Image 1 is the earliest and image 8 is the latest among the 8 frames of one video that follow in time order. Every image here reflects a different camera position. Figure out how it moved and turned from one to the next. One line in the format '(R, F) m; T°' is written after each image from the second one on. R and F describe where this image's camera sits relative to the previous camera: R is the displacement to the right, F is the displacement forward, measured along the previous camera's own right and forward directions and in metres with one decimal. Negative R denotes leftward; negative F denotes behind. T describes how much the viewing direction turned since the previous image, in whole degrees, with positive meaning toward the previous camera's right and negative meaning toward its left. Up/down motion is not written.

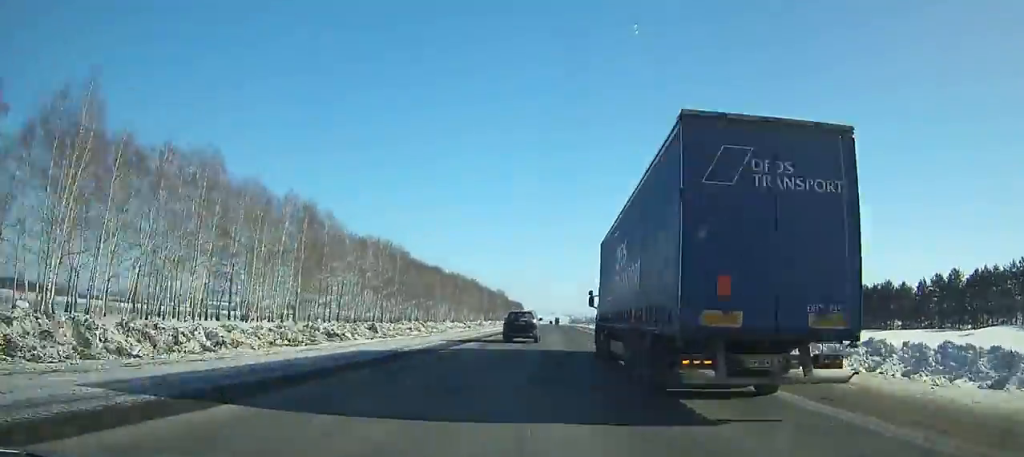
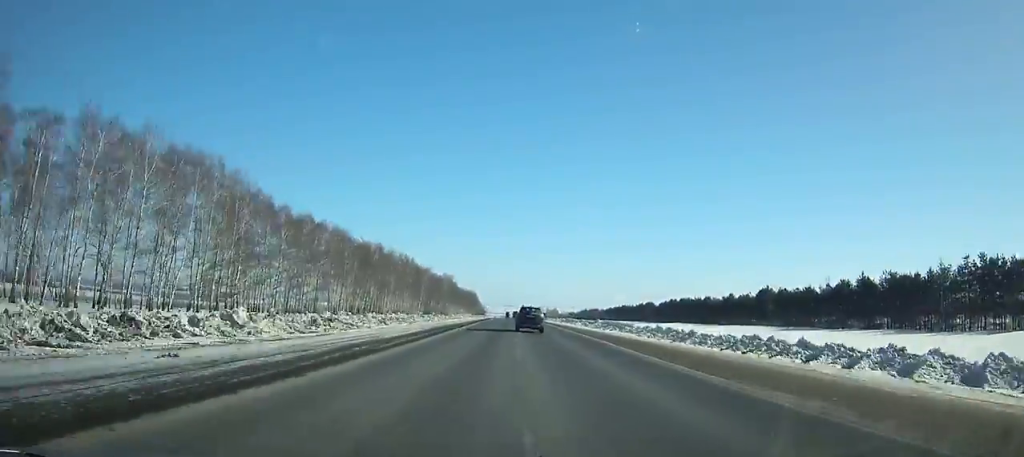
(+1.2, +75.0) m; +1°
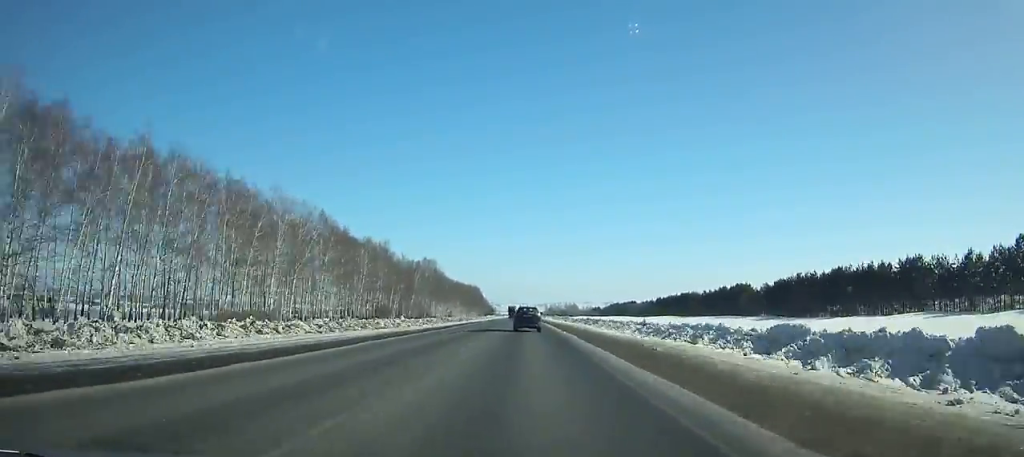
(+0.7, +104.6) m; 0°
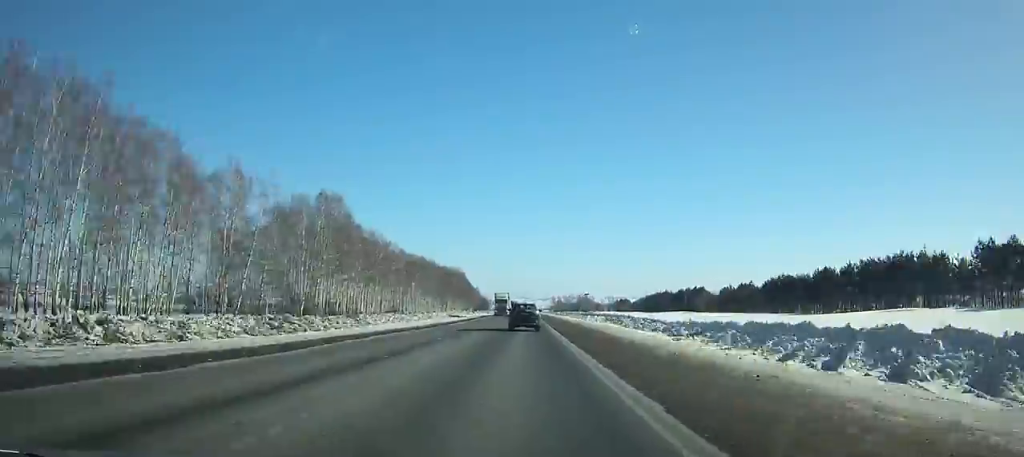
(-0.5, +132.9) m; 0°
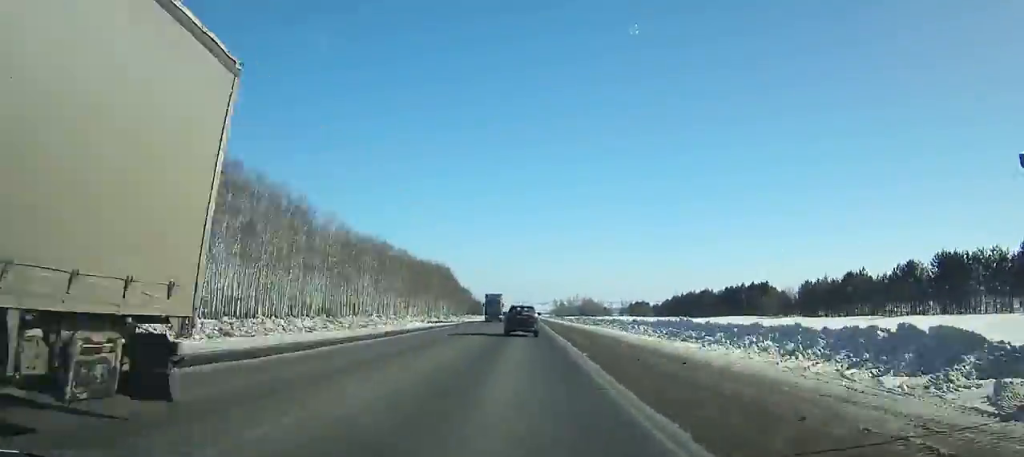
(0.0, +59.7) m; 0°
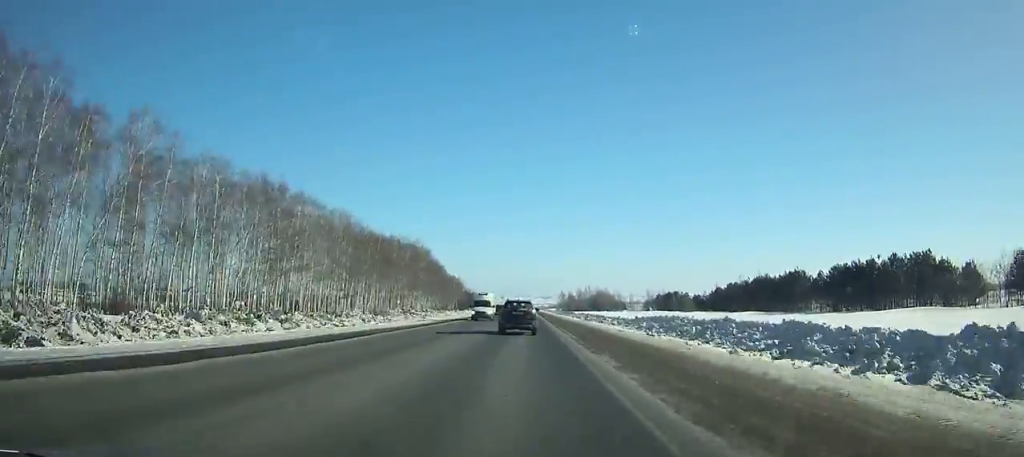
(-0.1, +67.5) m; 0°
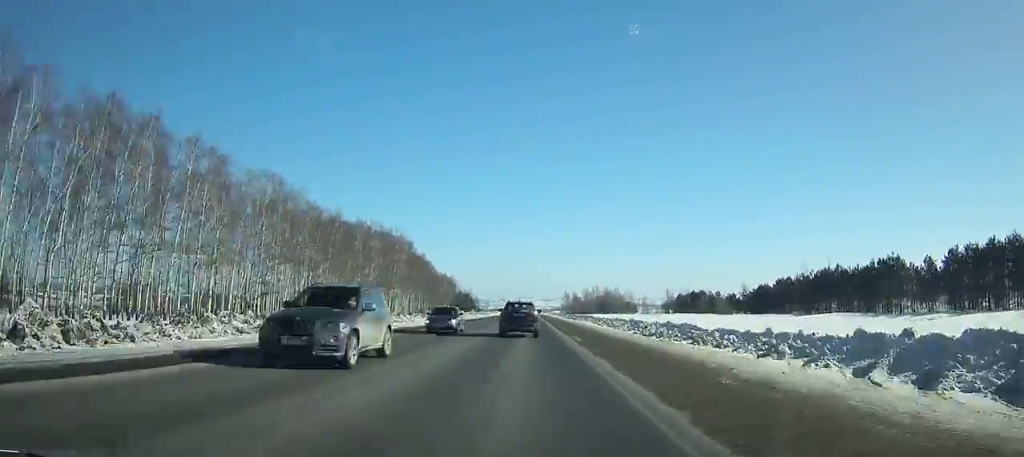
(0.0, +37.5) m; 0°
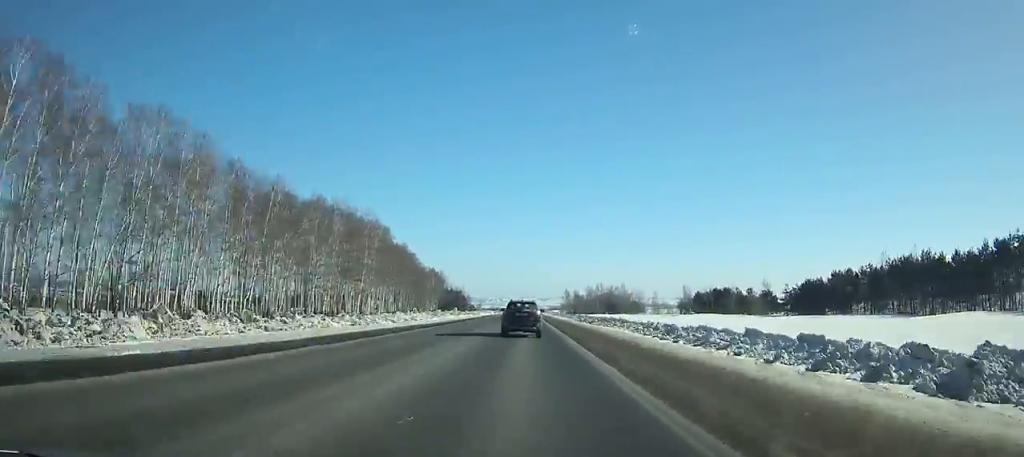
(0.0, +30.0) m; 0°
